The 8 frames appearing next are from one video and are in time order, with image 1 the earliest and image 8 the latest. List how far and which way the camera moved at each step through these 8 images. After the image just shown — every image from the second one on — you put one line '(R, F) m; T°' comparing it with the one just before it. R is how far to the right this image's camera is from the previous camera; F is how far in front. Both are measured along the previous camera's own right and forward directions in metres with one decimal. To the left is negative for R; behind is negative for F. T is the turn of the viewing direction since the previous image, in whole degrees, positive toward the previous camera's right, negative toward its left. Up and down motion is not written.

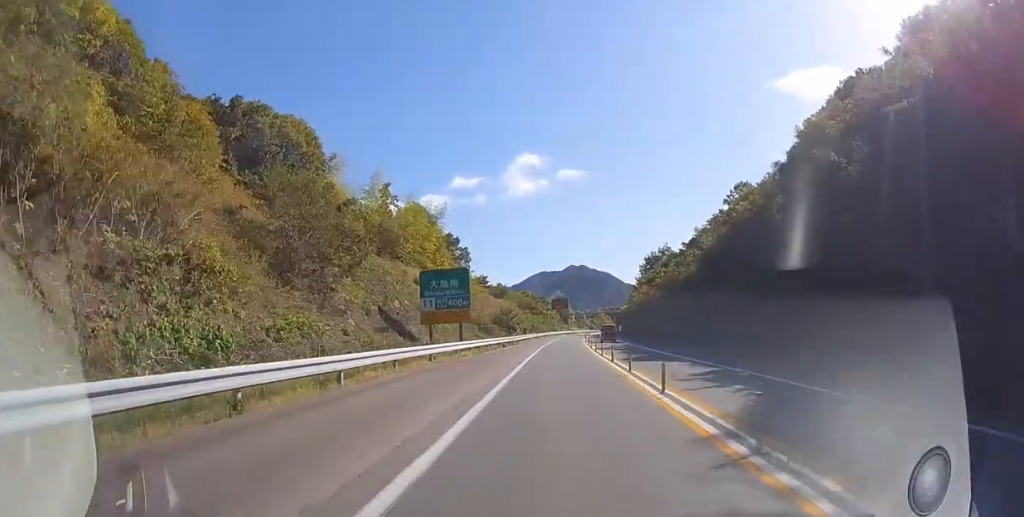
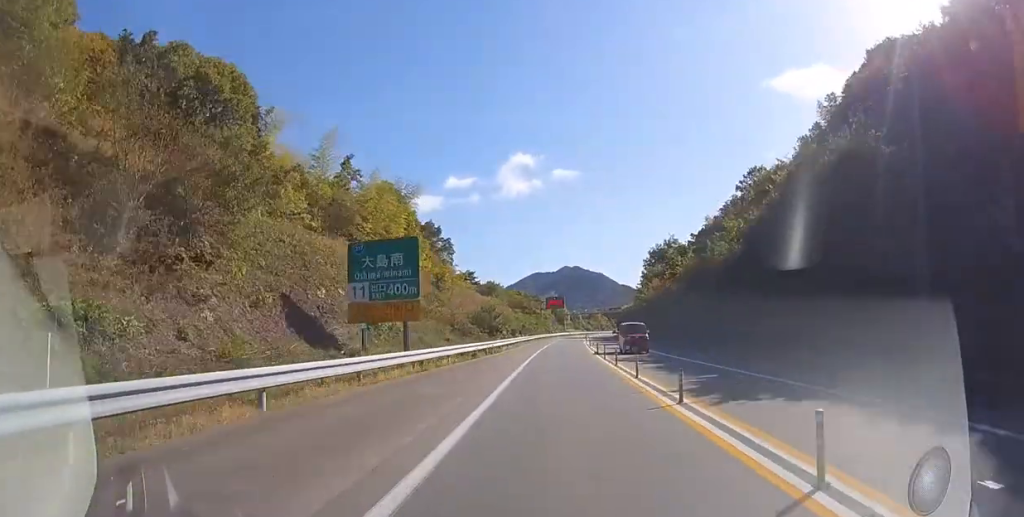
(-0.2, +11.6) m; 0°
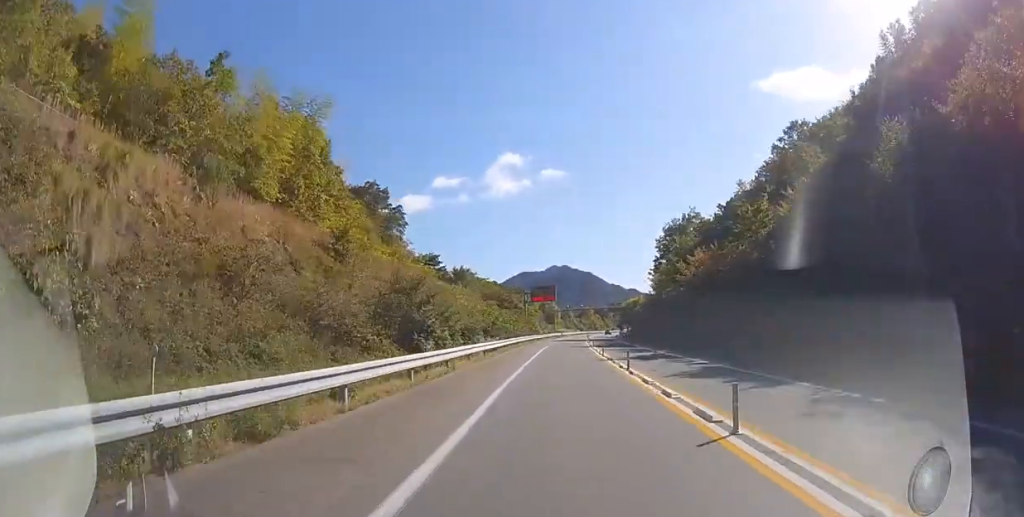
(0.0, +22.8) m; +3°
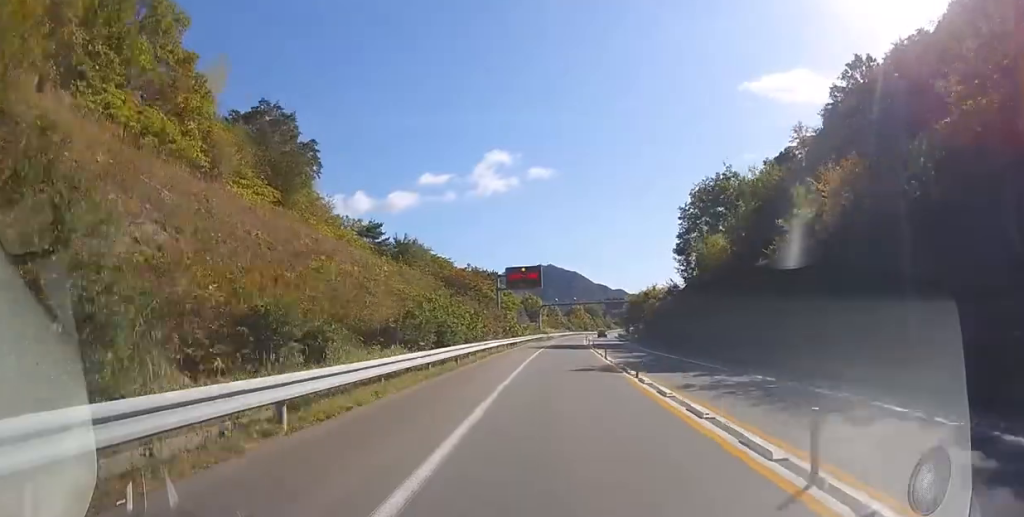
(+1.3, +22.1) m; +5°
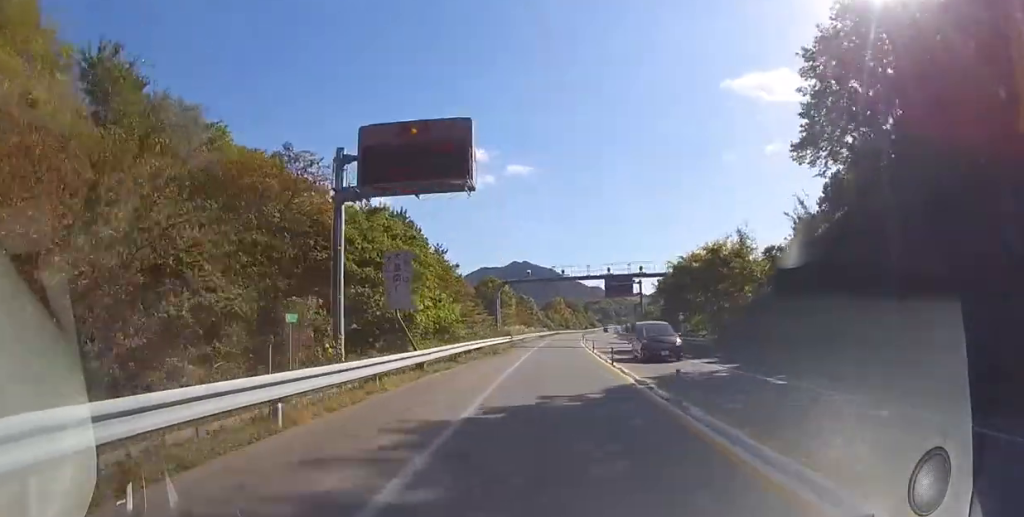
(+1.2, +35.7) m; +2°
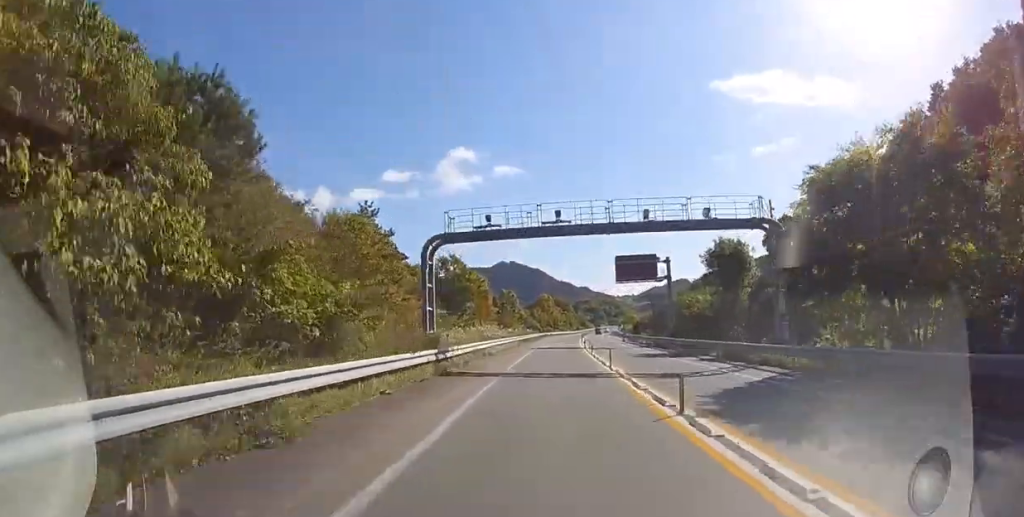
(0.0, +20.2) m; +1°
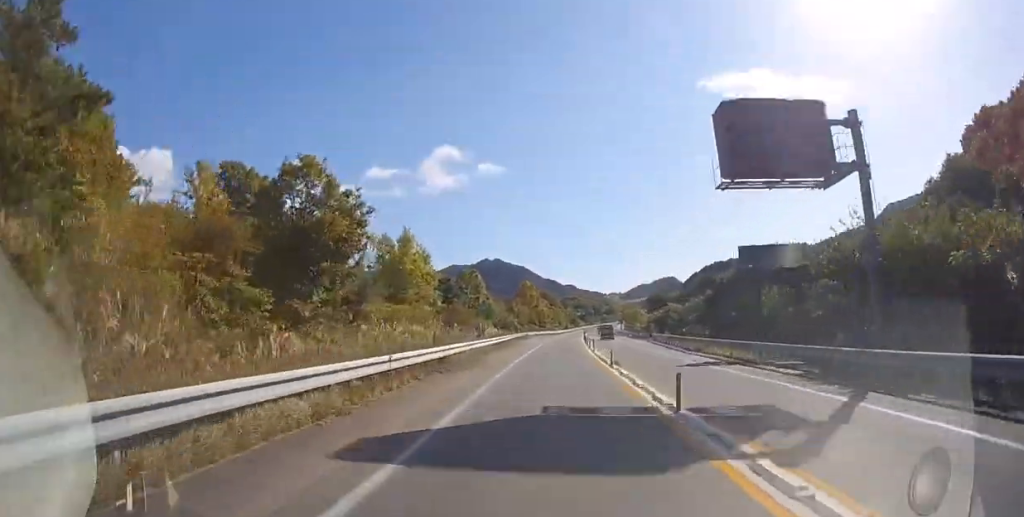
(+0.6, +29.9) m; +3°
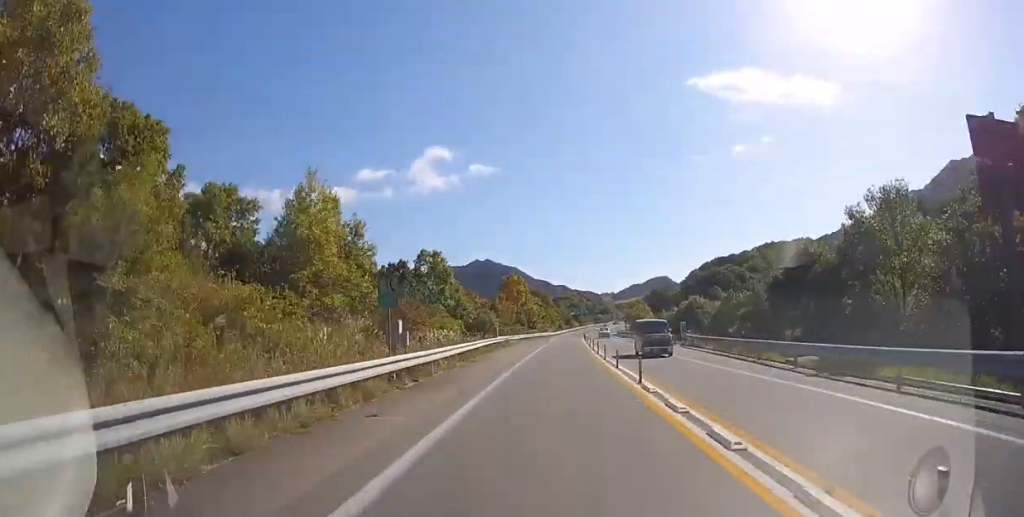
(+0.2, +15.7) m; +1°
